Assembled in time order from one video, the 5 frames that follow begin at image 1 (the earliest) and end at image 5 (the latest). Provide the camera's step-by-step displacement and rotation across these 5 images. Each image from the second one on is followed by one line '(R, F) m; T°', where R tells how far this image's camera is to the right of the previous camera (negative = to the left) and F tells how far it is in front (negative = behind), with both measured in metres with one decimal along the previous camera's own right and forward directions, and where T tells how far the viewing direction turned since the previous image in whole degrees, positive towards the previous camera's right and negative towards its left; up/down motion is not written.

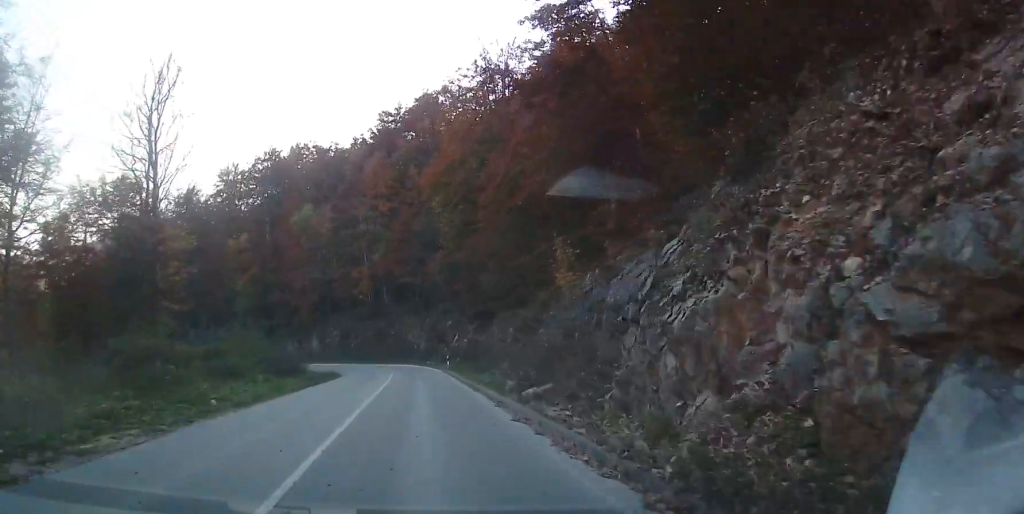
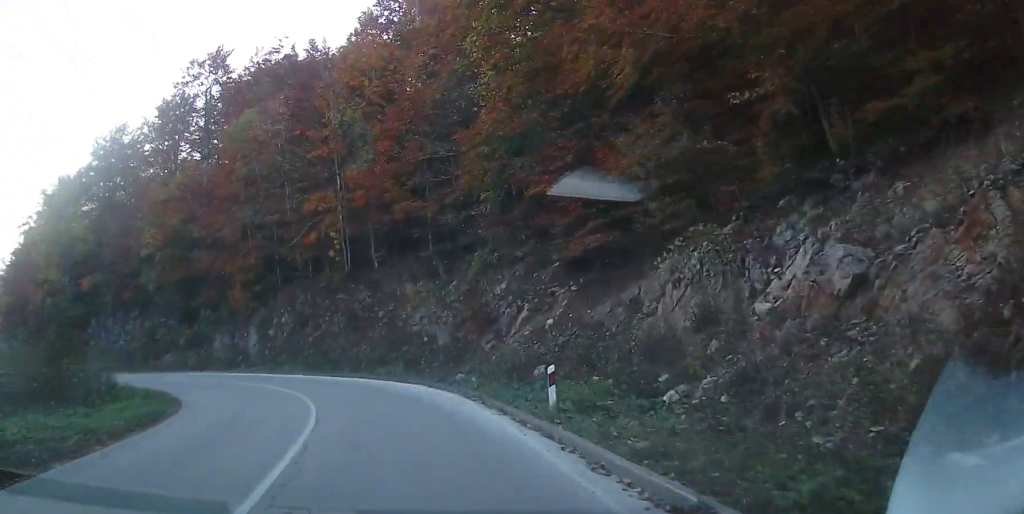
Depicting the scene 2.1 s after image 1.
(-0.7, +33.7) m; -4°
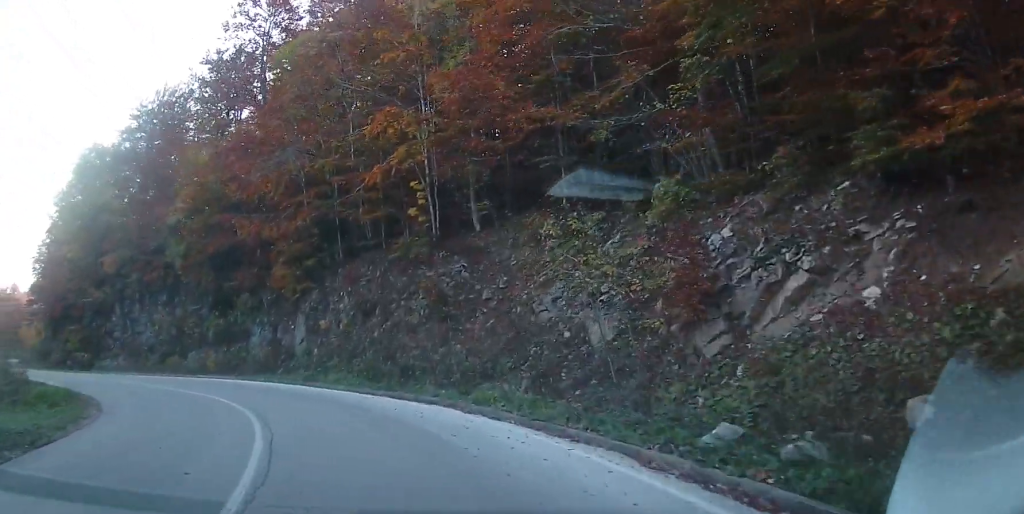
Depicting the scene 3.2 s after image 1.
(-0.9, +14.3) m; -12°
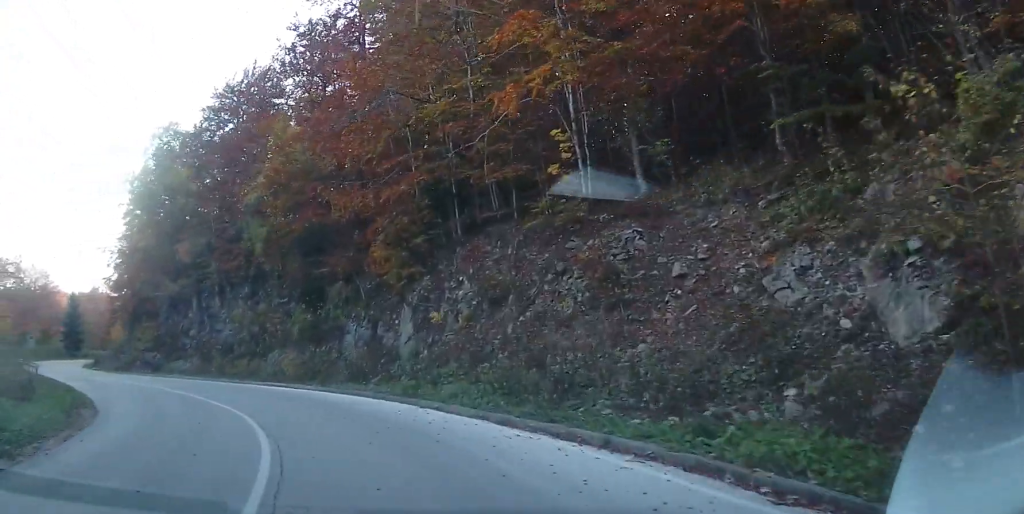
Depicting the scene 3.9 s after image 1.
(-1.1, +7.8) m; -13°
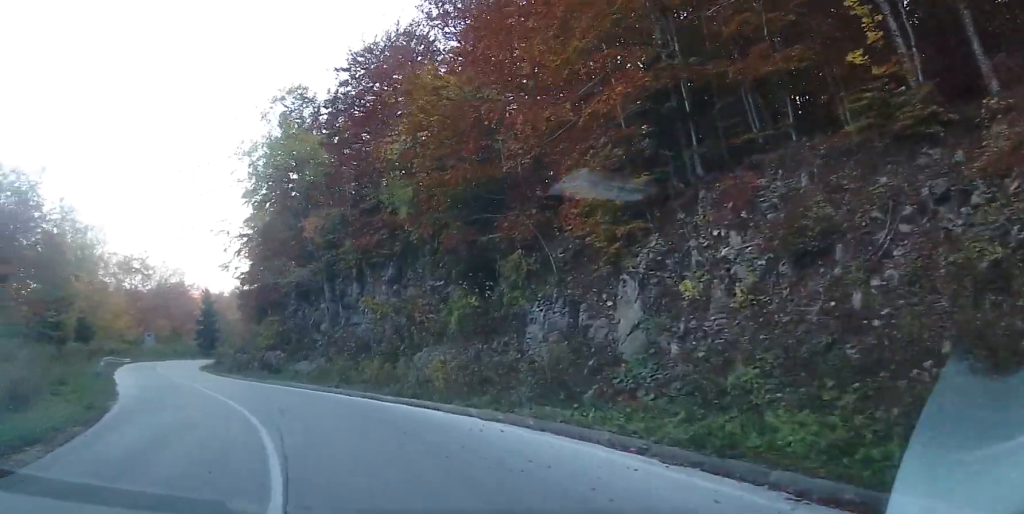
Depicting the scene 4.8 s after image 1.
(-1.4, +9.1) m; -18°
